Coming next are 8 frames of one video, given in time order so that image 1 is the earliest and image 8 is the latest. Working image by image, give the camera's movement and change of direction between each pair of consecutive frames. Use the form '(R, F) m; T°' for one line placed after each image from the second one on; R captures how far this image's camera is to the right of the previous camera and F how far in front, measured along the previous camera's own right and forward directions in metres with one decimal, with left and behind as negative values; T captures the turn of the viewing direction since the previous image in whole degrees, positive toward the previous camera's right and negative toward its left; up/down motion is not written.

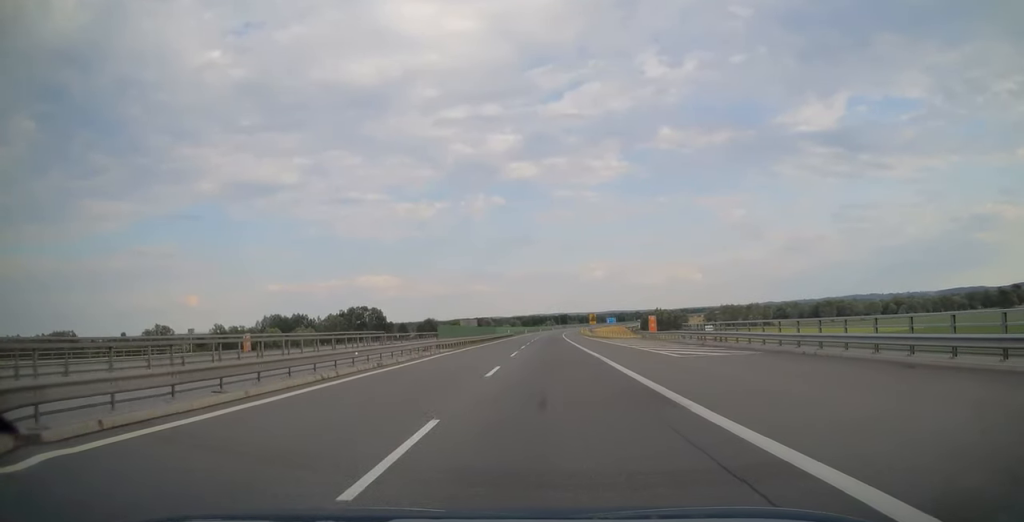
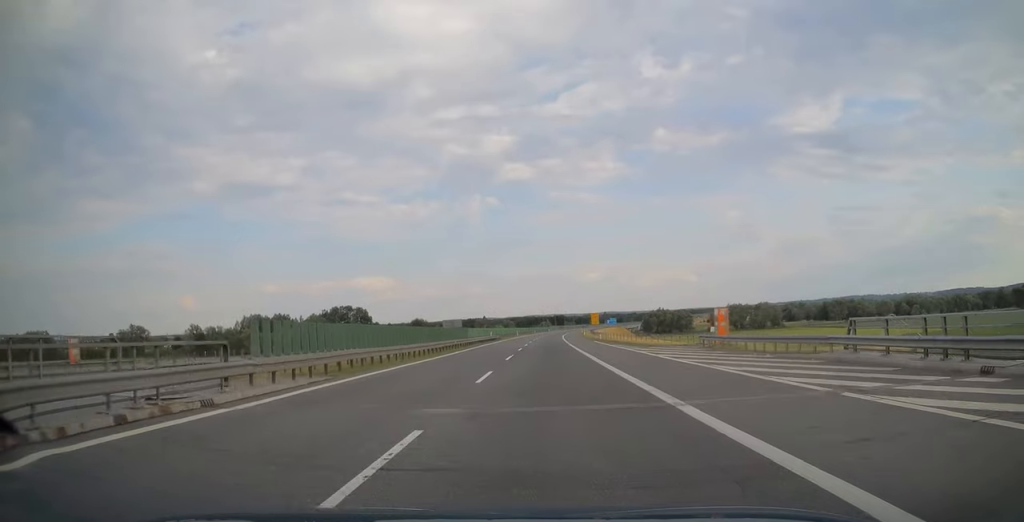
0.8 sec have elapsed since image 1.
(+0.2, +25.0) m; +1°
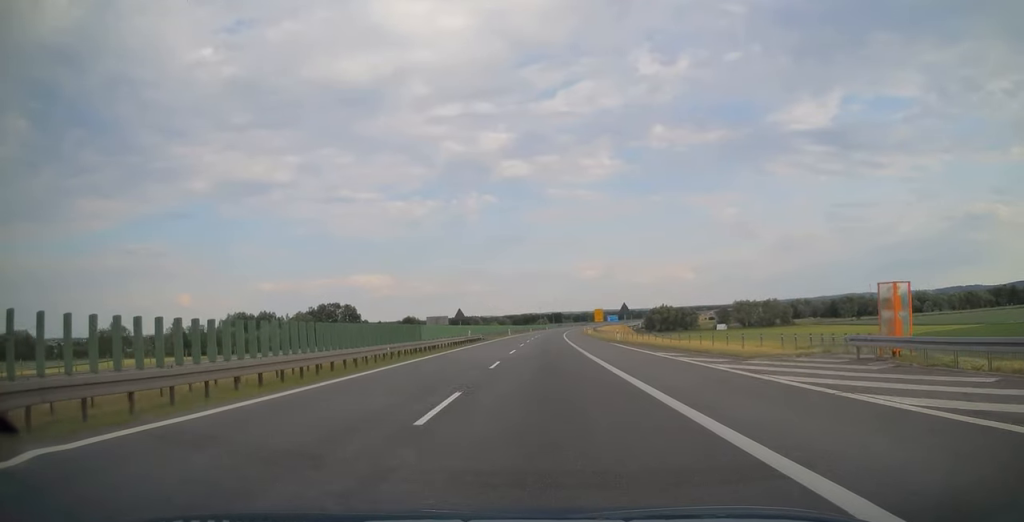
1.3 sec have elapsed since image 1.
(+0.1, +19.1) m; 0°
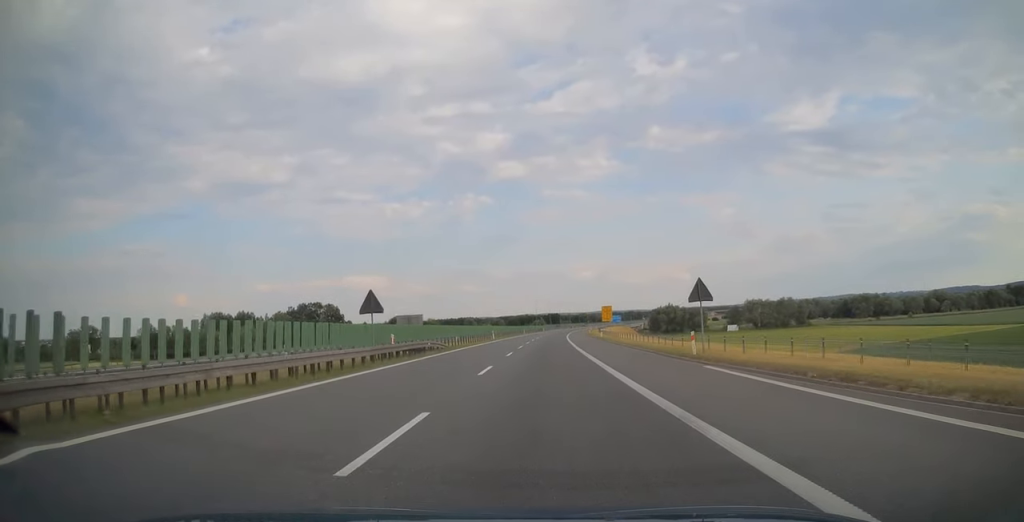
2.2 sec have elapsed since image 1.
(+0.1, +26.7) m; 0°
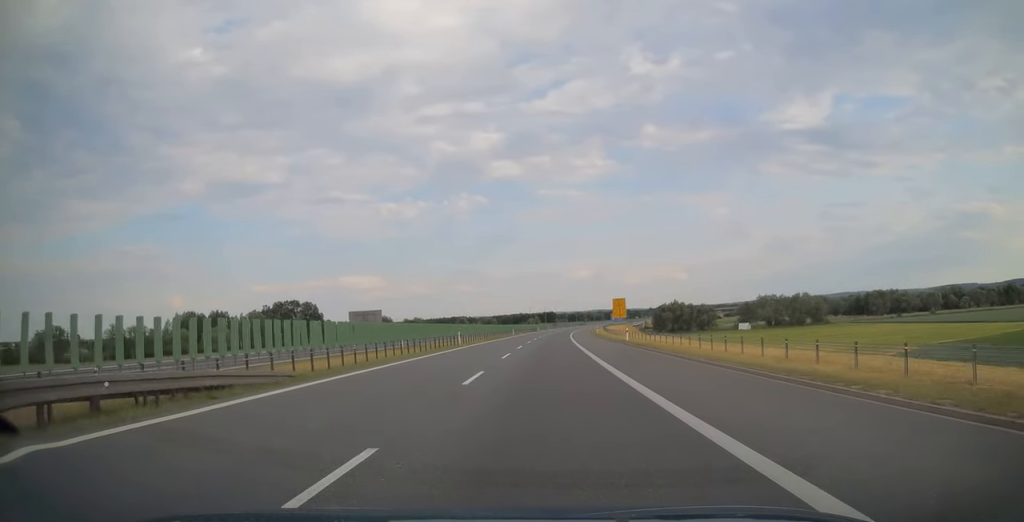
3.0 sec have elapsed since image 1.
(+0.1, +27.2) m; 0°
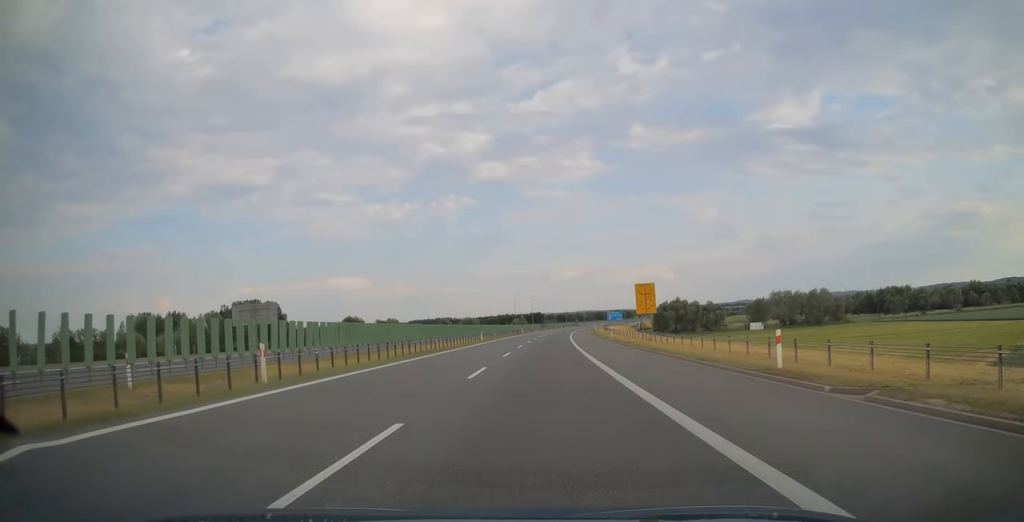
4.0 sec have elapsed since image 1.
(+0.2, +33.8) m; +1°
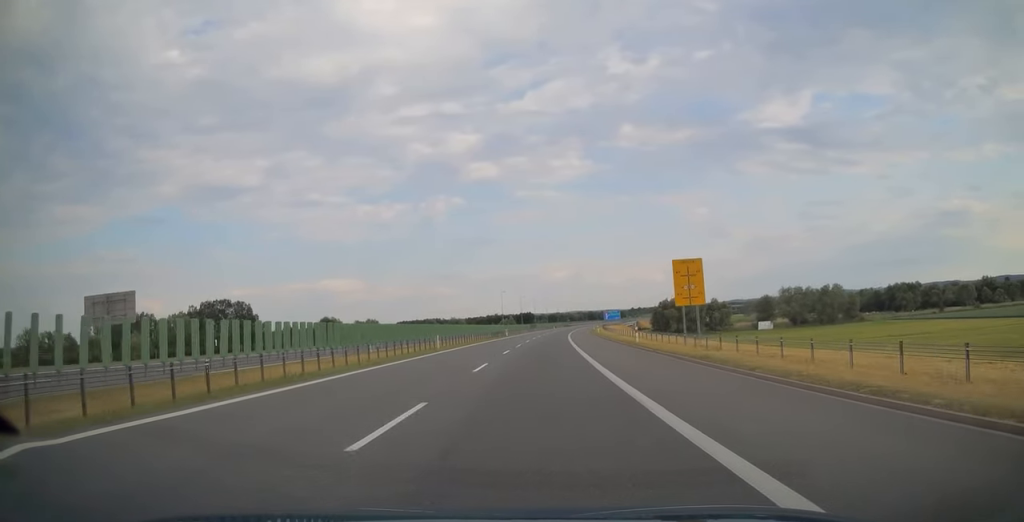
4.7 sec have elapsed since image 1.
(+0.2, +21.8) m; +1°
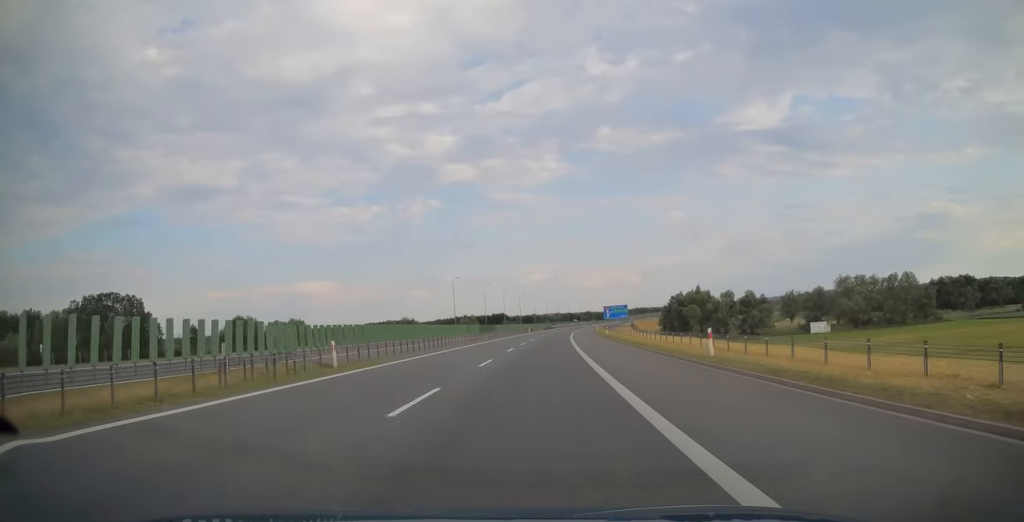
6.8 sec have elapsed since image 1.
(+1.3, +69.2) m; +4°
